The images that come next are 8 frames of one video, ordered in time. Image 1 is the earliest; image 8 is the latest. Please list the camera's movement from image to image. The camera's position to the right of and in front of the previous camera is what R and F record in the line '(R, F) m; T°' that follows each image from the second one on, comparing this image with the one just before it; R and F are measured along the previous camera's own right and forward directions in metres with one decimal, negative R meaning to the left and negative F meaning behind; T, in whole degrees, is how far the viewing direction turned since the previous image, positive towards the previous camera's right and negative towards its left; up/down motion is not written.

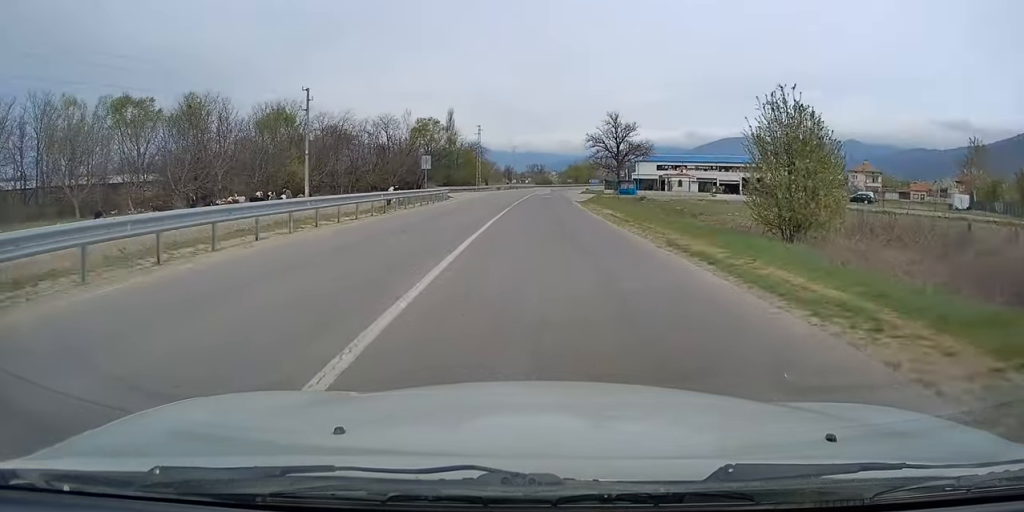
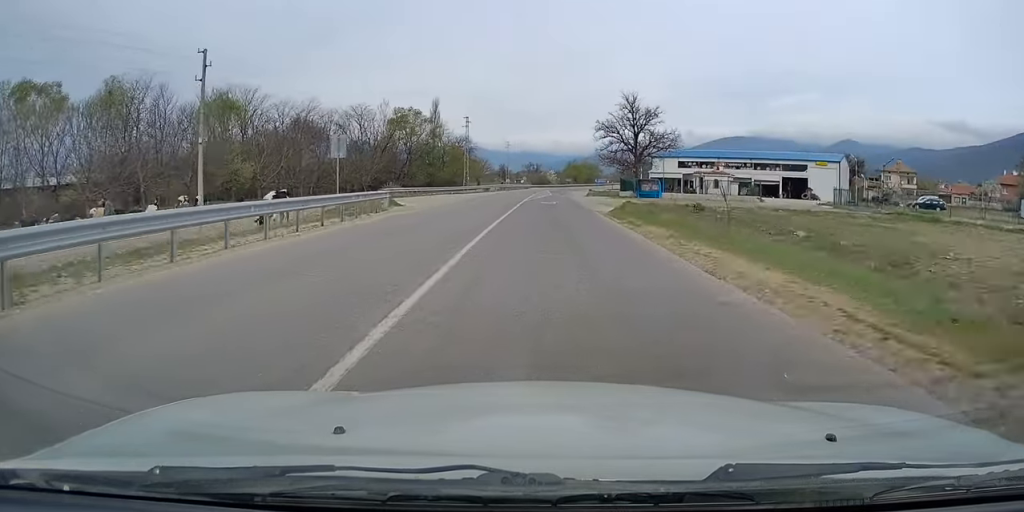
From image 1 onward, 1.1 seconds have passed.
(+0.1, +19.5) m; +1°
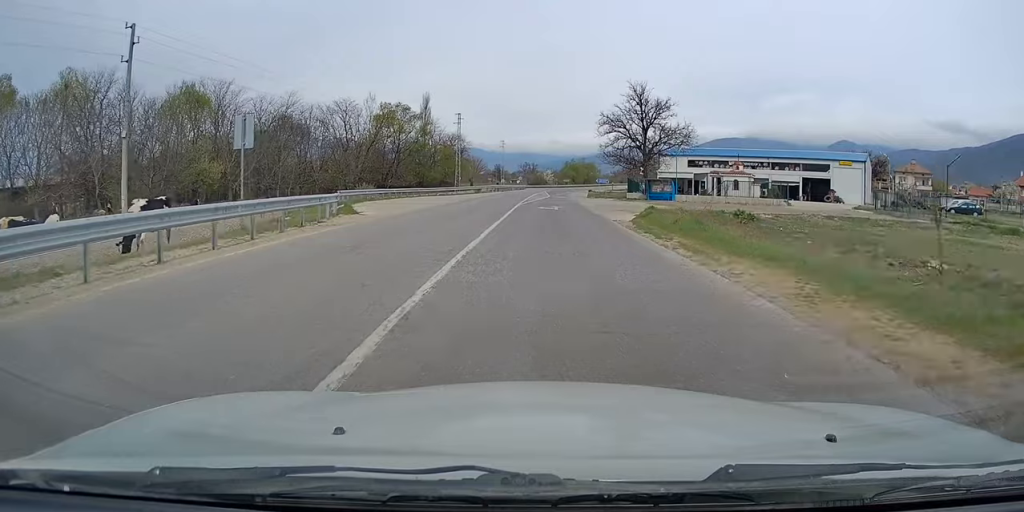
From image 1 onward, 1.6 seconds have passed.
(+0.1, +8.2) m; +1°
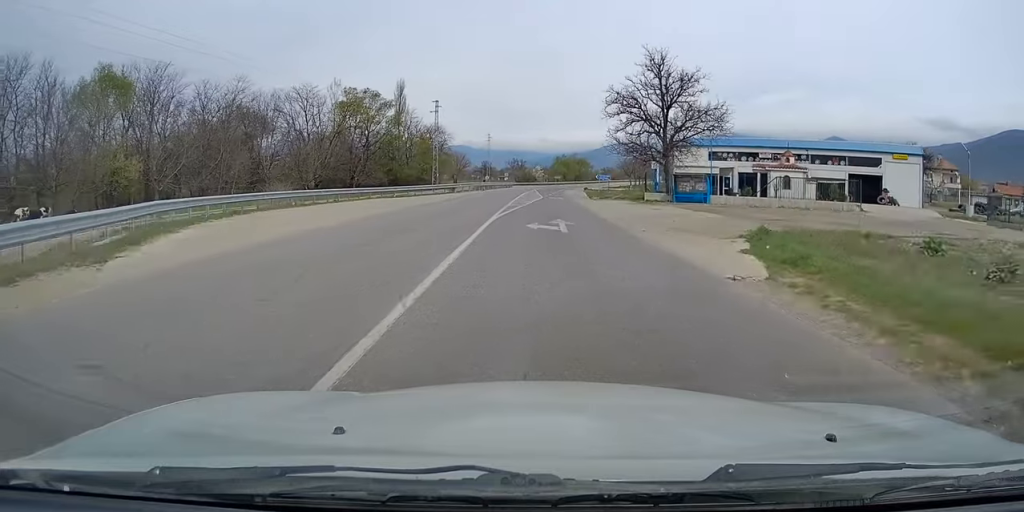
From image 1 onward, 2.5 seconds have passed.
(+0.2, +15.6) m; +1°
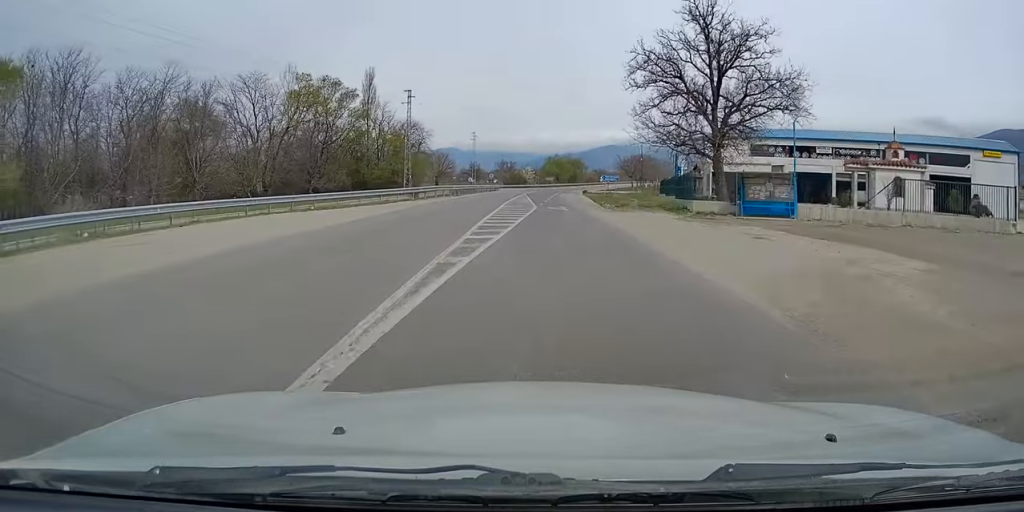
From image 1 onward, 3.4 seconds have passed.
(+0.2, +17.0) m; +1°
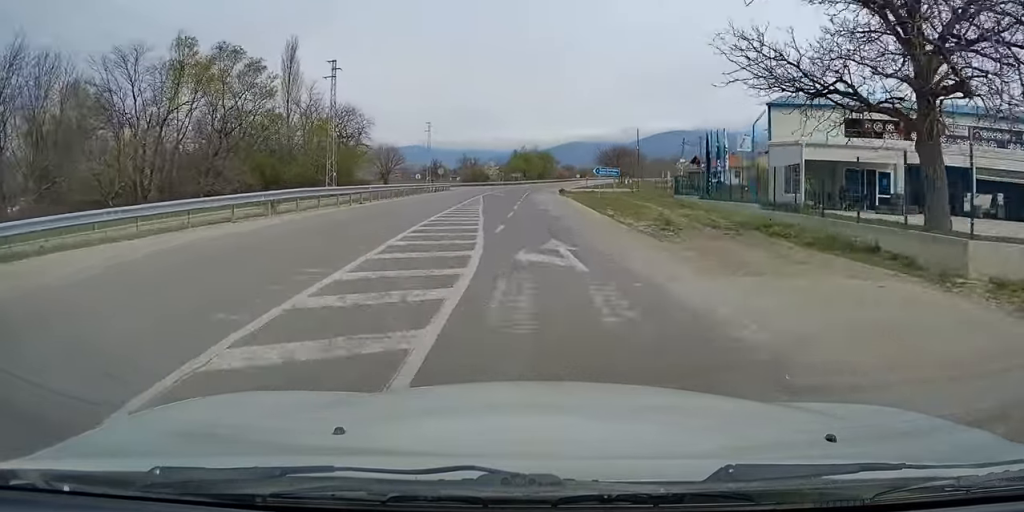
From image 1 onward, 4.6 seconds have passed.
(+0.3, +22.5) m; +1°
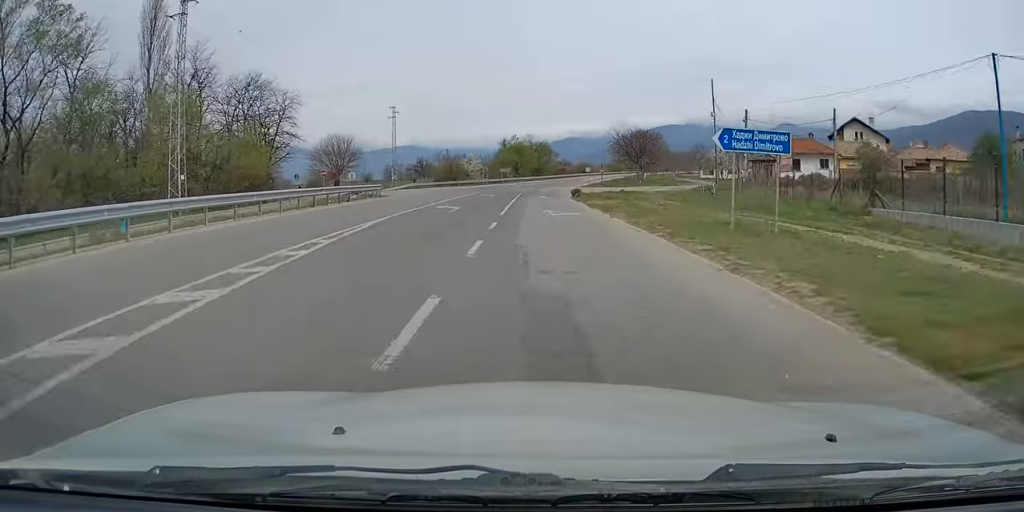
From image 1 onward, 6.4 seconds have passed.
(+0.1, +32.1) m; 0°
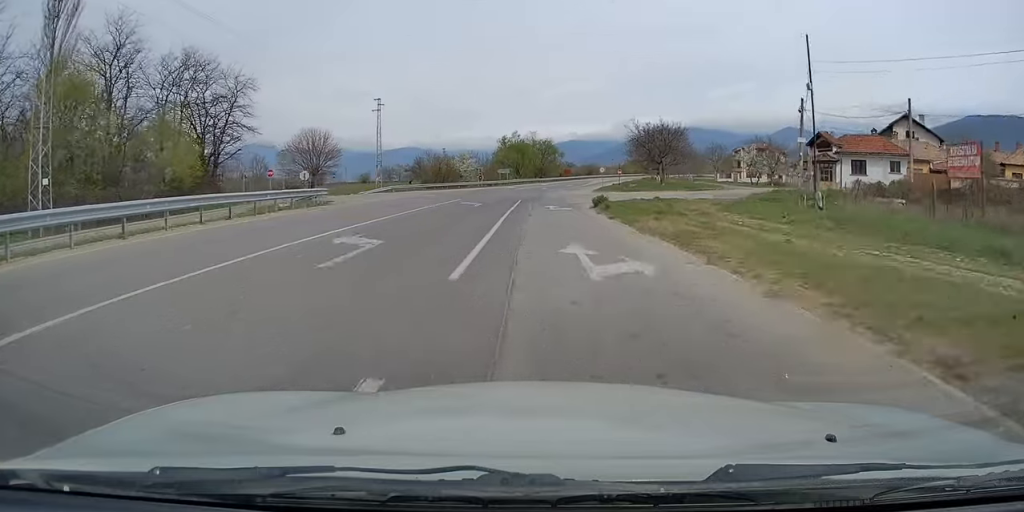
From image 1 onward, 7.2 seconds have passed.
(0.0, +13.9) m; 0°
